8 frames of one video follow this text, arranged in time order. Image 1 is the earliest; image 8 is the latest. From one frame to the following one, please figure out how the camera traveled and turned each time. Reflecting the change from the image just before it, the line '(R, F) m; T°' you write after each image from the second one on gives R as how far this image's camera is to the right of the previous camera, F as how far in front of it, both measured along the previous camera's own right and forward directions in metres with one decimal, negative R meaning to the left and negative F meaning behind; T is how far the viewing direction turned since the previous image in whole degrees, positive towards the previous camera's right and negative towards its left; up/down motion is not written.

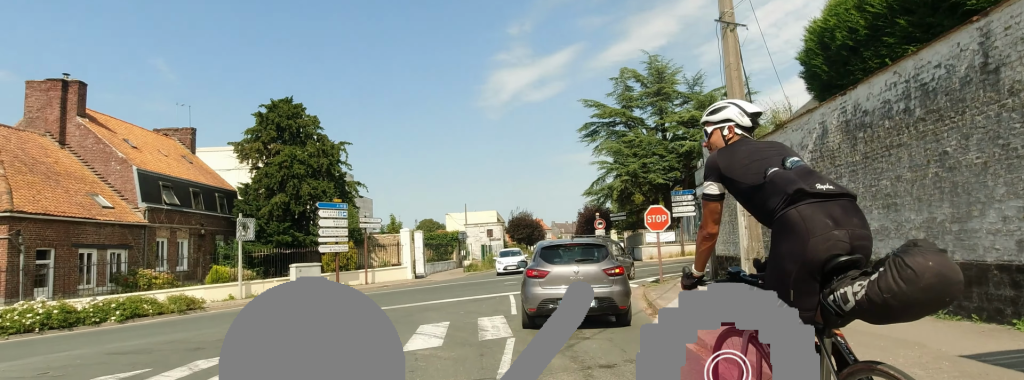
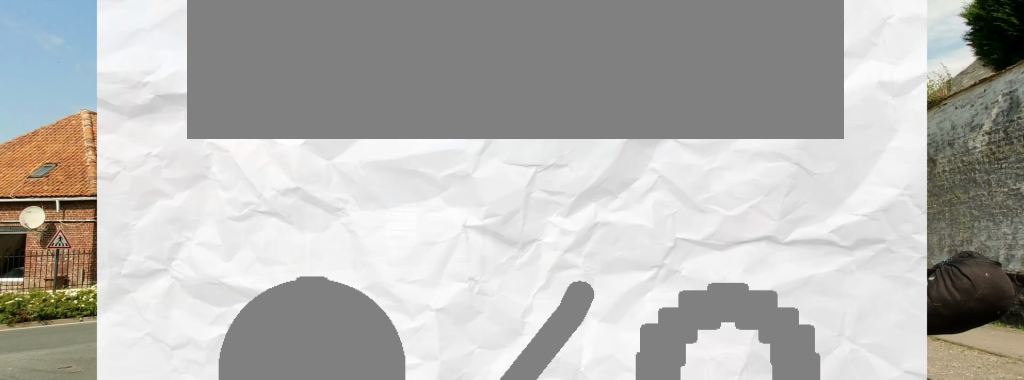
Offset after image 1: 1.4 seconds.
(+1.1, +1.8) m; +1°
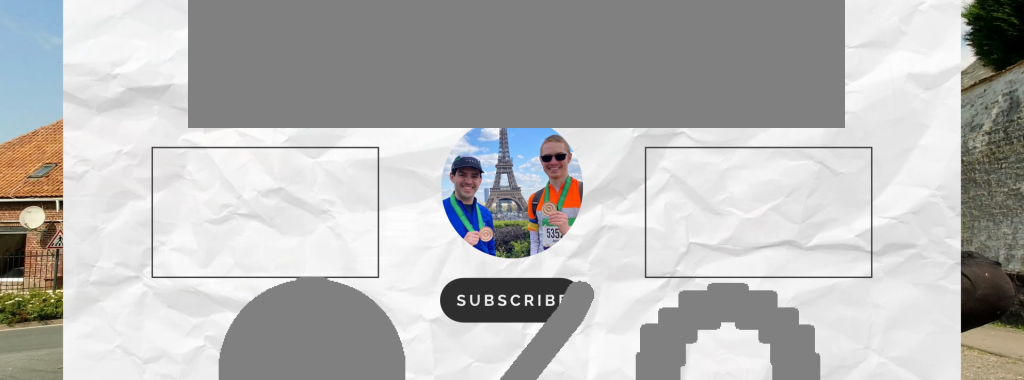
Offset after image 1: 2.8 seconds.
(+0.1, 0.0) m; 0°
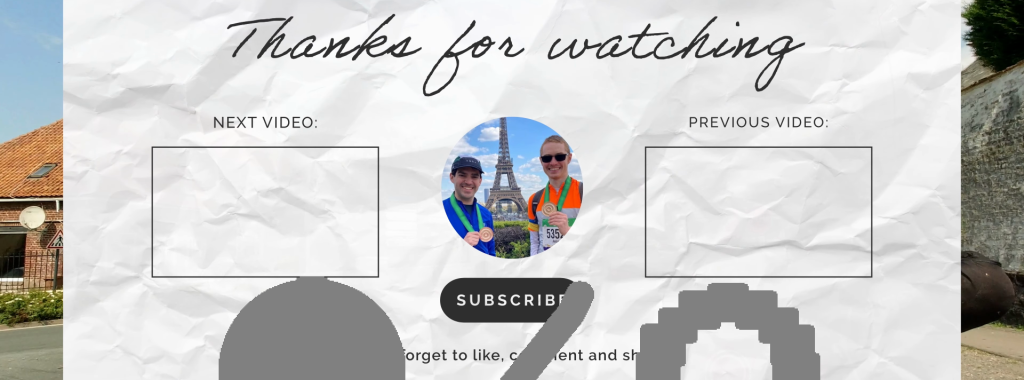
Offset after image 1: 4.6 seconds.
(0.0, 0.0) m; 0°
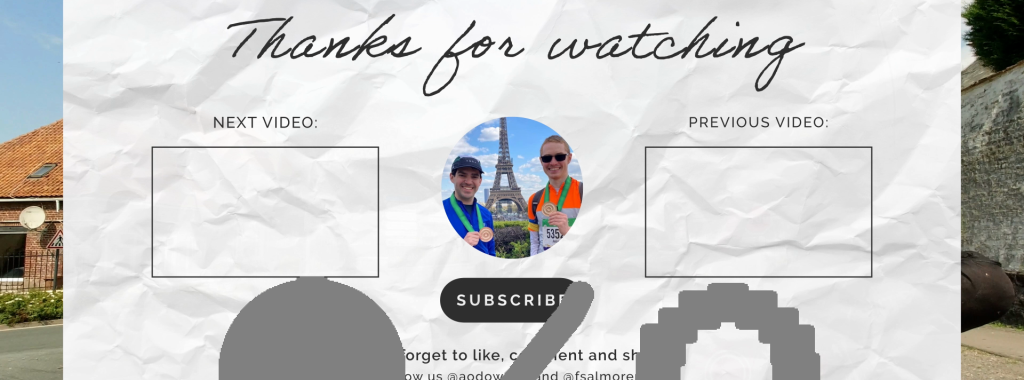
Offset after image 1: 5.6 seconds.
(0.0, 0.0) m; 0°
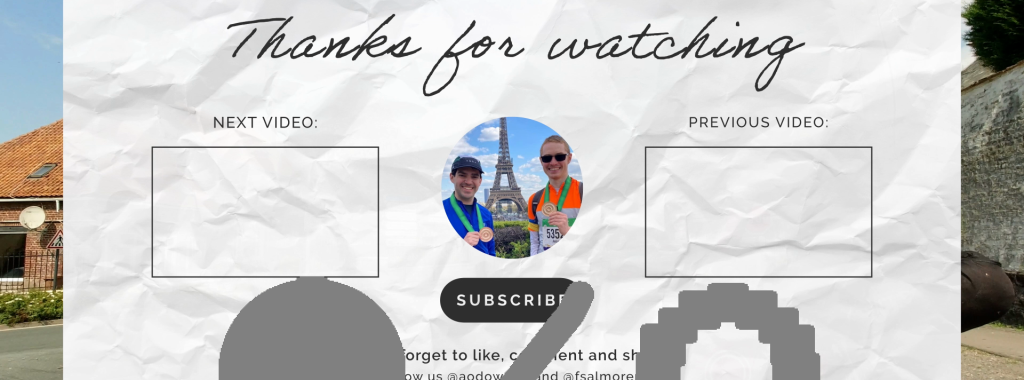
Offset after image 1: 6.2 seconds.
(0.0, 0.0) m; 0°
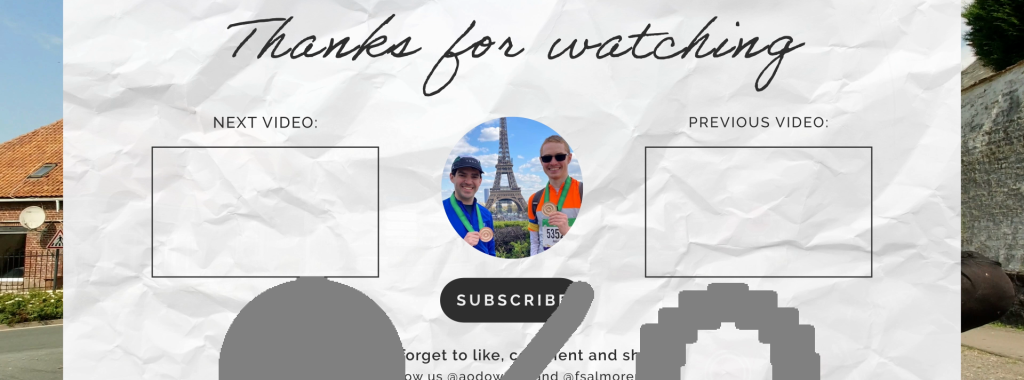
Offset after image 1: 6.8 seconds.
(0.0, 0.0) m; 0°
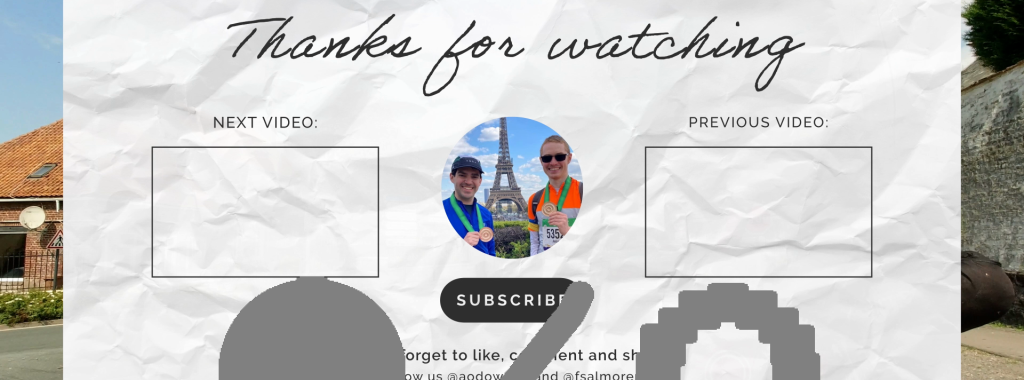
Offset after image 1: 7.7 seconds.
(0.0, 0.0) m; 0°
